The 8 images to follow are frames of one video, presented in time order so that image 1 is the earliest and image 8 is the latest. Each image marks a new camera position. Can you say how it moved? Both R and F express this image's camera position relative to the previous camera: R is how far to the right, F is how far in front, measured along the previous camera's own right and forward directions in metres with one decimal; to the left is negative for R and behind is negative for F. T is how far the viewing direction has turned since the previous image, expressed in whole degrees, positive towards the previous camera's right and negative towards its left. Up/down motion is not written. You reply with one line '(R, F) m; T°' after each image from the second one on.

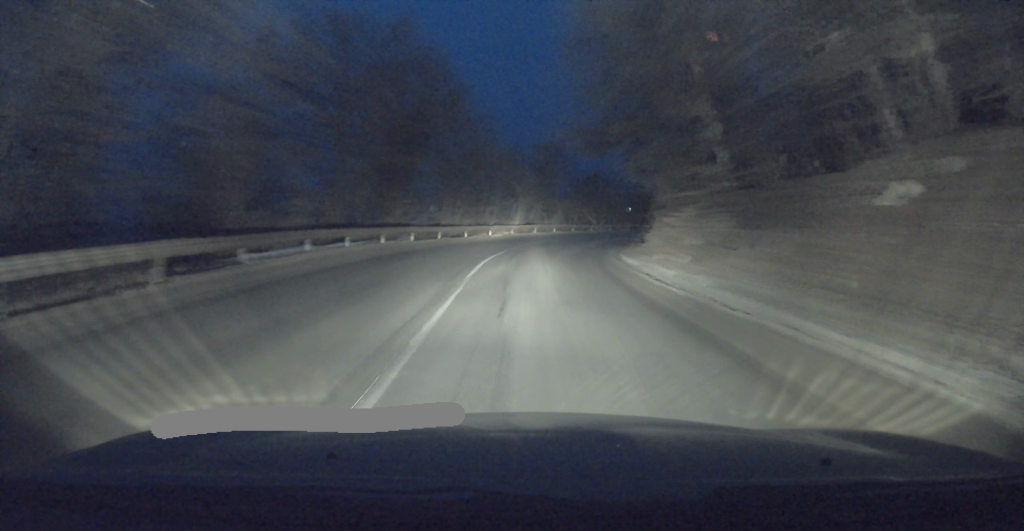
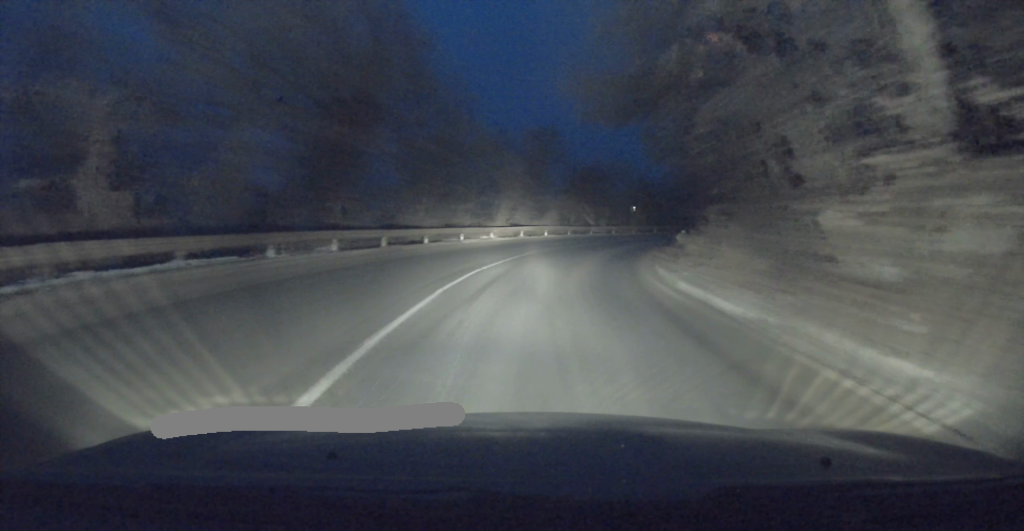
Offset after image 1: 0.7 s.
(0.0, +10.0) m; +2°
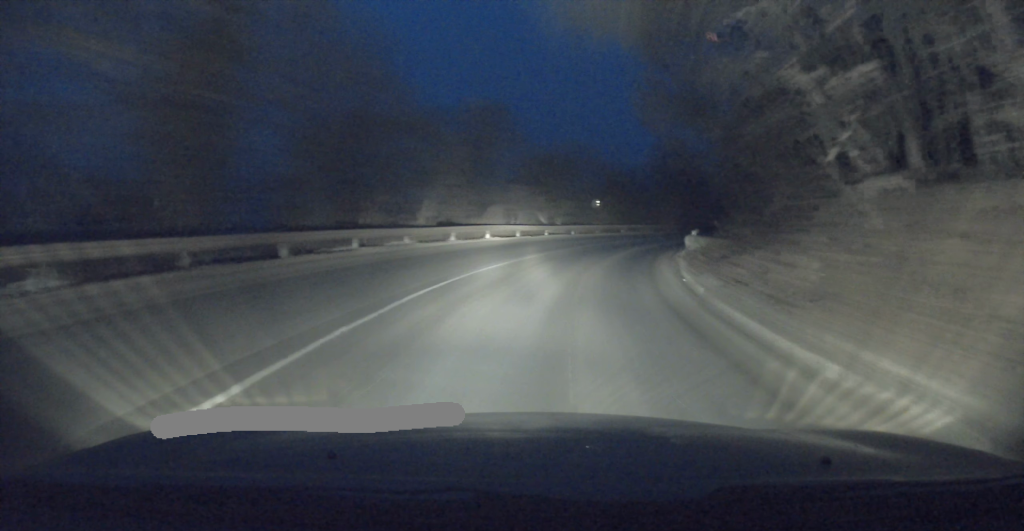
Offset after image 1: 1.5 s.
(+0.2, +10.0) m; +5°
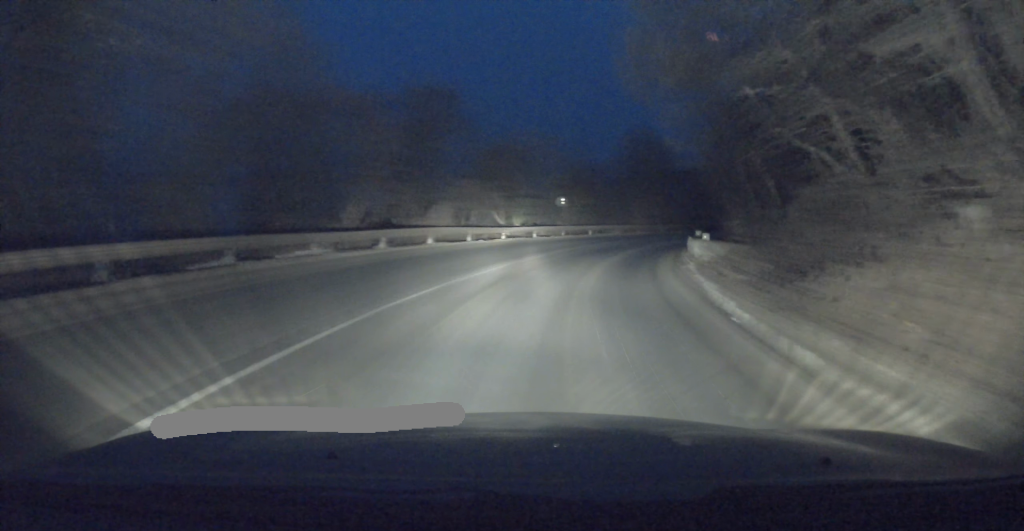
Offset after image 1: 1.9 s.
(+0.2, +5.4) m; +3°
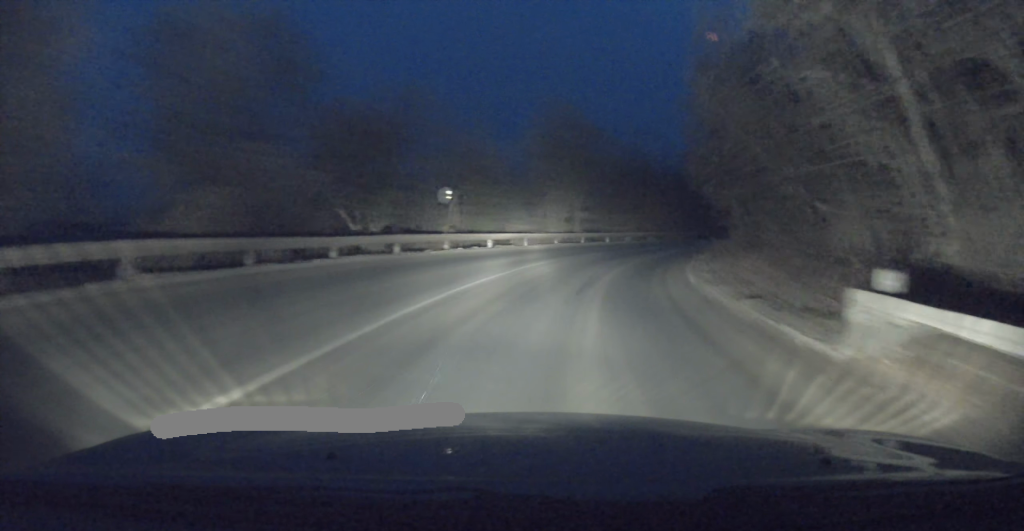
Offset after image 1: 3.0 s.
(+1.1, +13.4) m; +10°
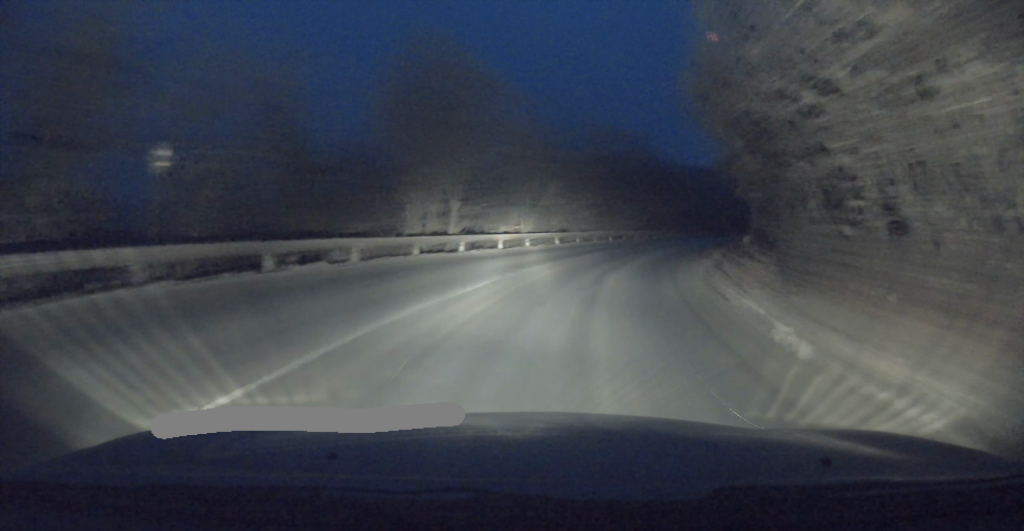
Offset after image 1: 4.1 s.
(+1.3, +13.6) m; +11°
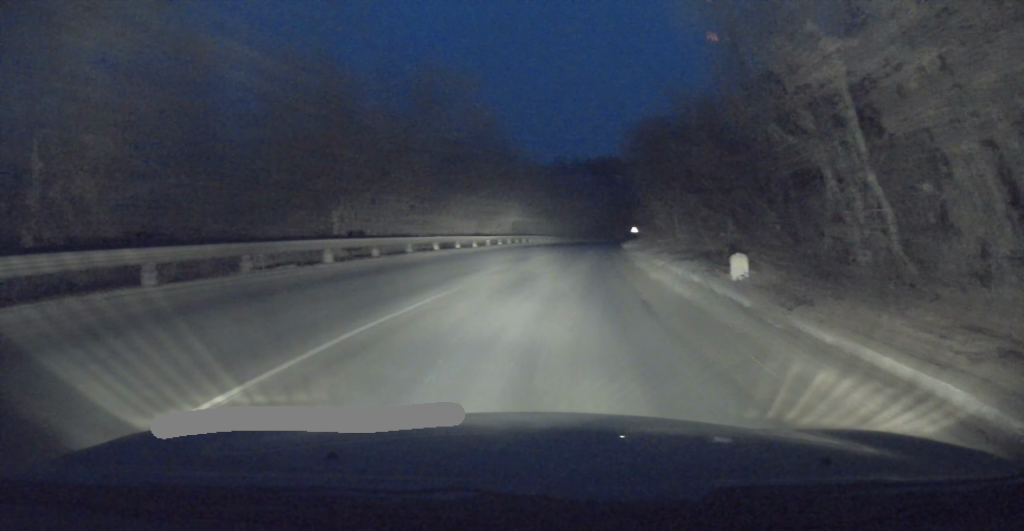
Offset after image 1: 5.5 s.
(+1.5, +16.5) m; +12°
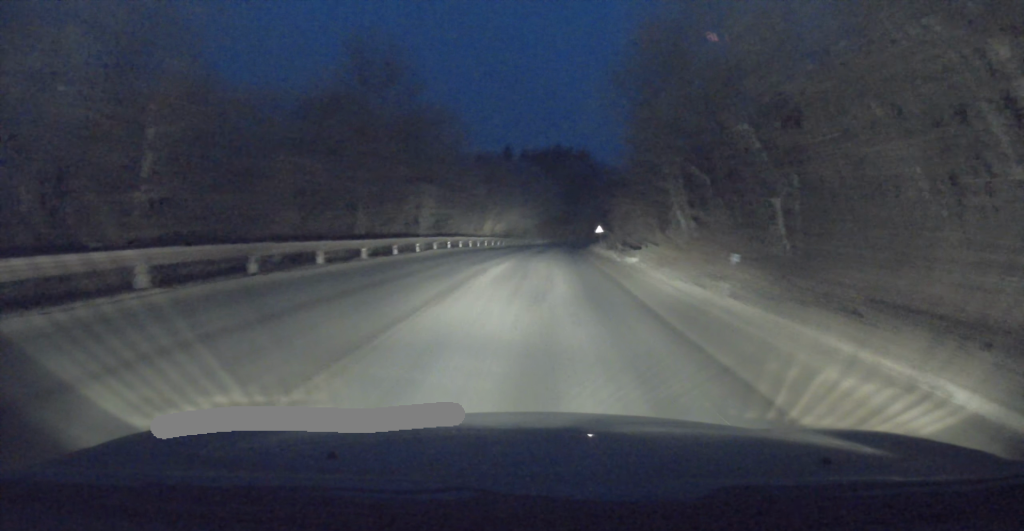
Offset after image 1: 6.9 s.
(+1.6, +19.2) m; +6°
